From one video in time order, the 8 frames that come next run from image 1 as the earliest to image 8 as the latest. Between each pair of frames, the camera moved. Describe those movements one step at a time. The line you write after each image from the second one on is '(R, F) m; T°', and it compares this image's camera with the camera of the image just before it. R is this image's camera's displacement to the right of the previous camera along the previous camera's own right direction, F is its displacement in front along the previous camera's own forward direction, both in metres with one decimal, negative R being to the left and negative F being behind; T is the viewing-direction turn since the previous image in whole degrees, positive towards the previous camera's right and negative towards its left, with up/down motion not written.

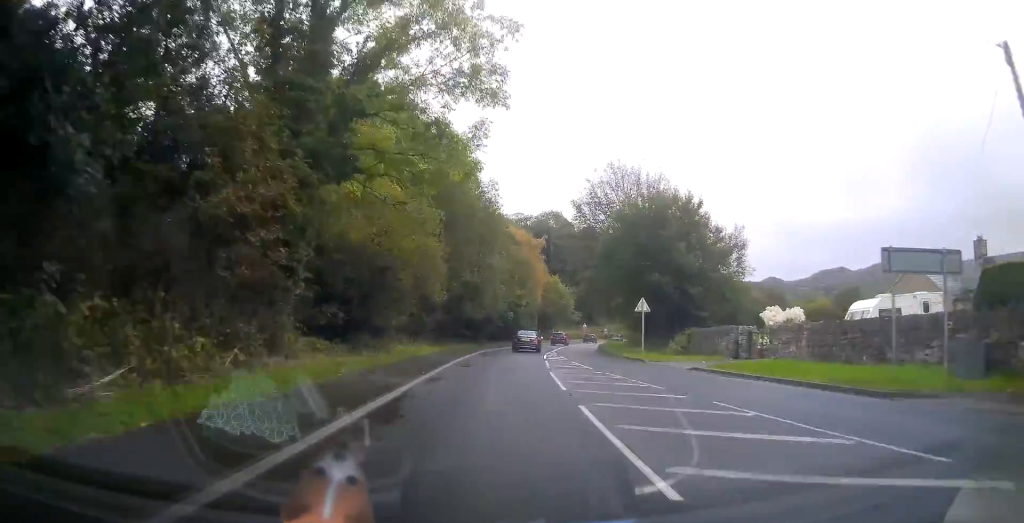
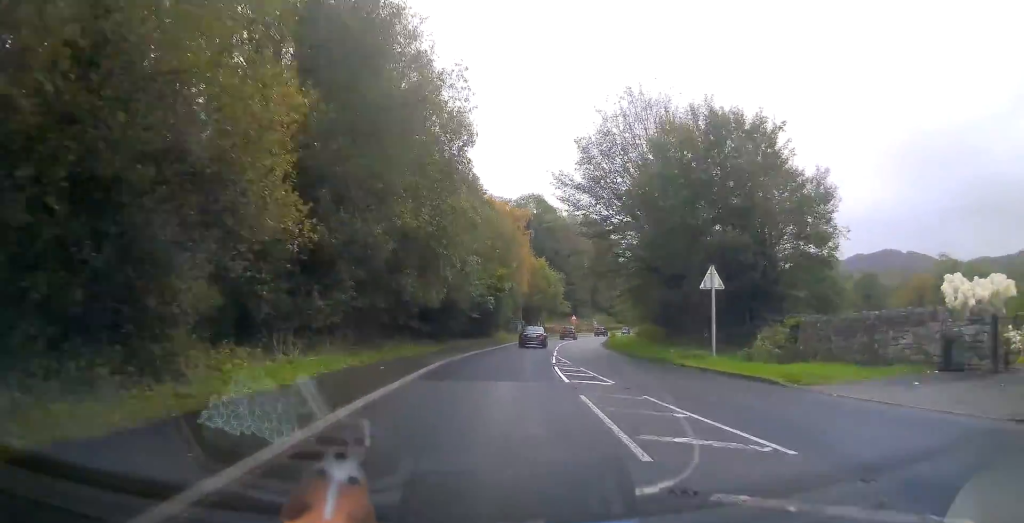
(+0.4, +16.9) m; +3°
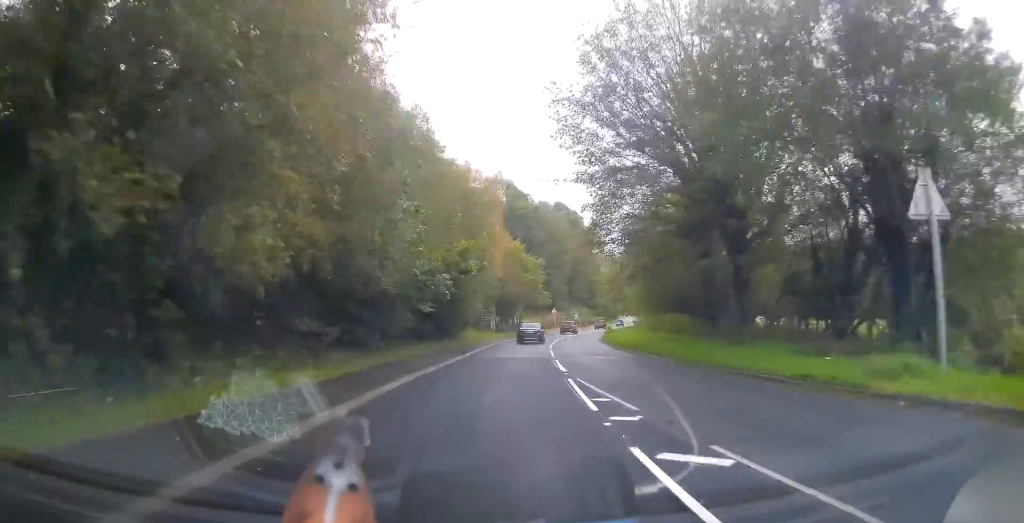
(+0.3, +14.6) m; +2°
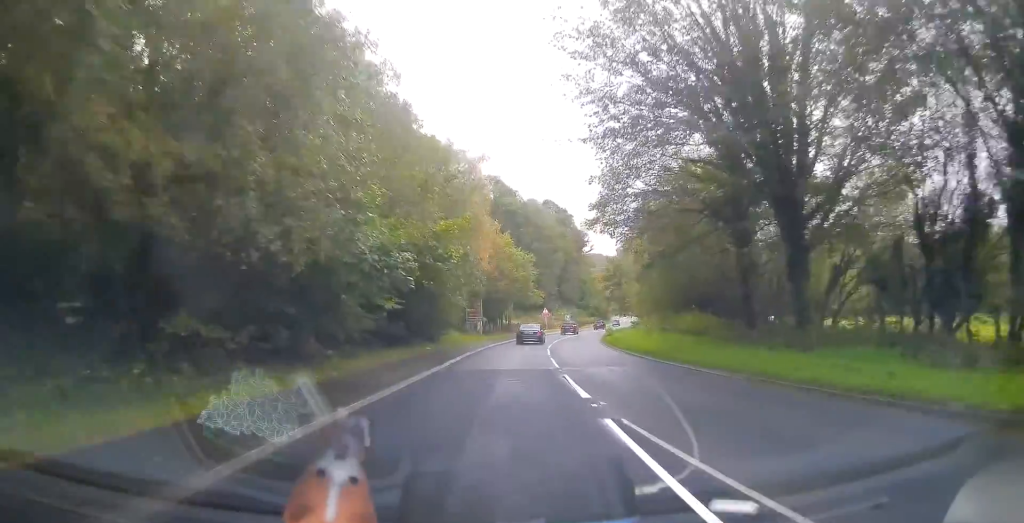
(+0.1, +6.5) m; +1°
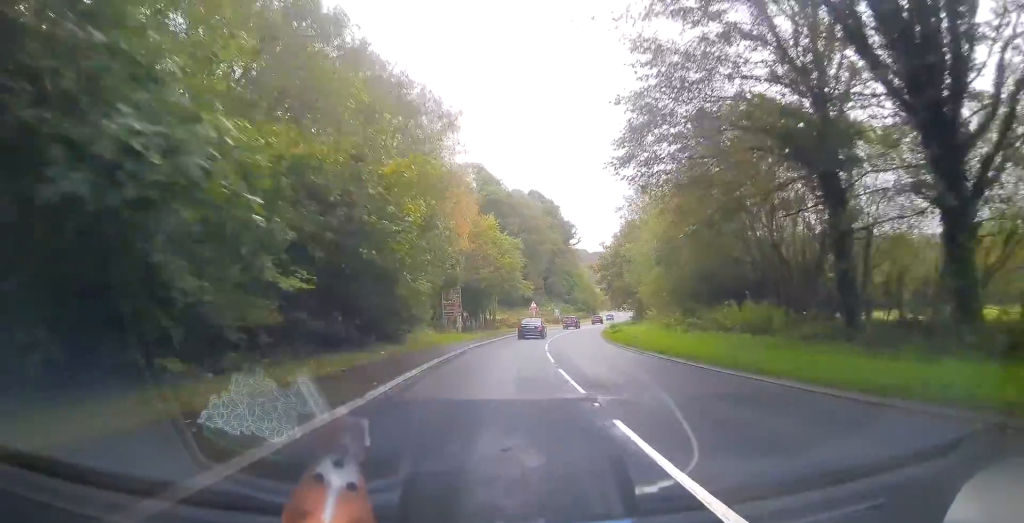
(+0.1, +9.0) m; +1°
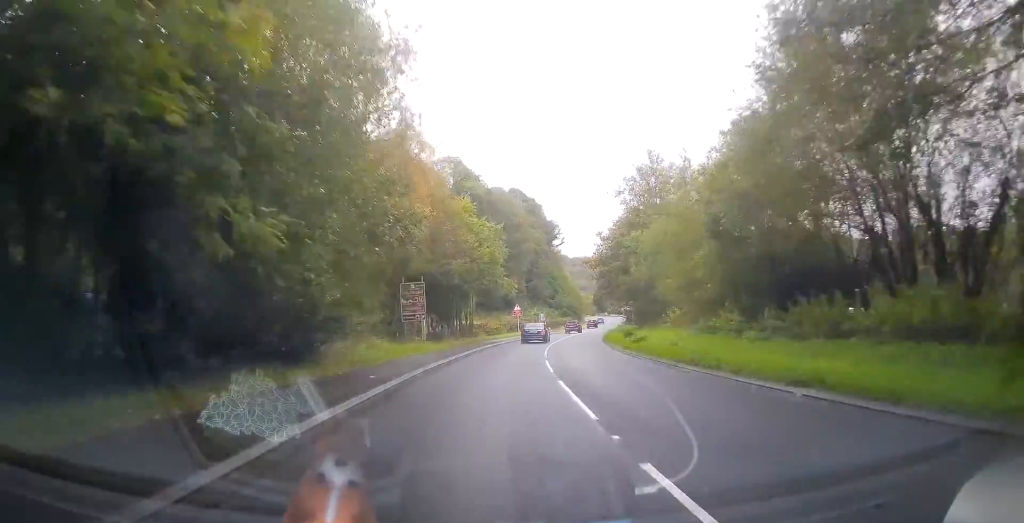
(+0.1, +11.6) m; +2°
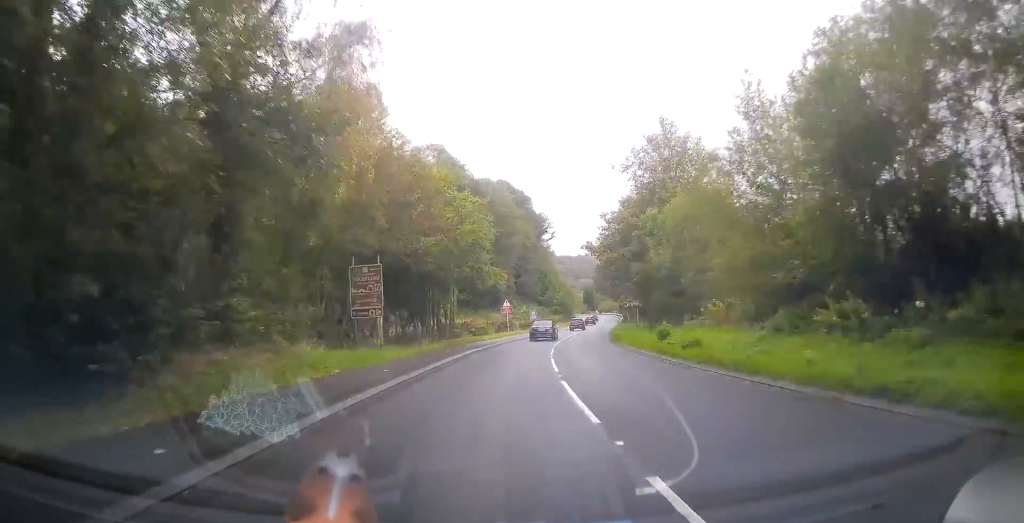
(+0.2, +9.5) m; +2°
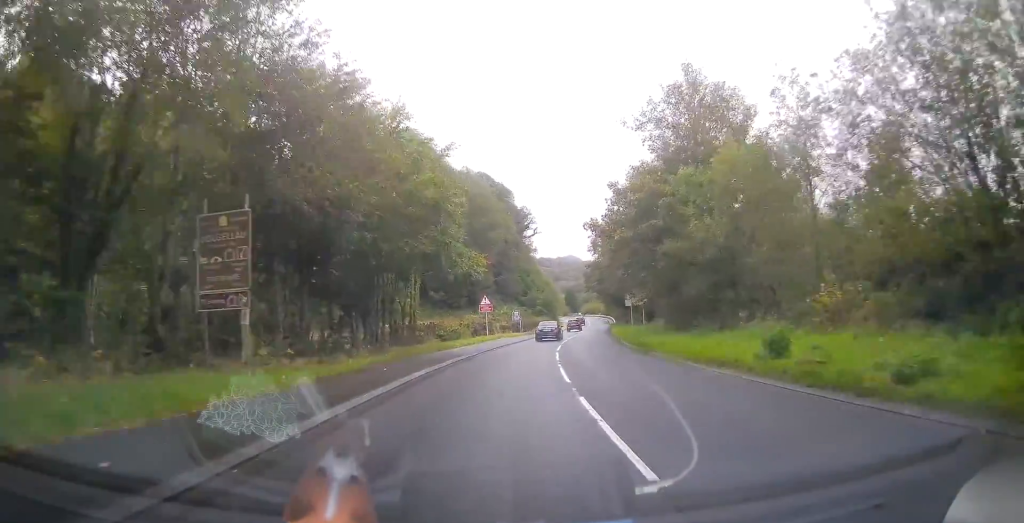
(+0.3, +12.1) m; +2°
